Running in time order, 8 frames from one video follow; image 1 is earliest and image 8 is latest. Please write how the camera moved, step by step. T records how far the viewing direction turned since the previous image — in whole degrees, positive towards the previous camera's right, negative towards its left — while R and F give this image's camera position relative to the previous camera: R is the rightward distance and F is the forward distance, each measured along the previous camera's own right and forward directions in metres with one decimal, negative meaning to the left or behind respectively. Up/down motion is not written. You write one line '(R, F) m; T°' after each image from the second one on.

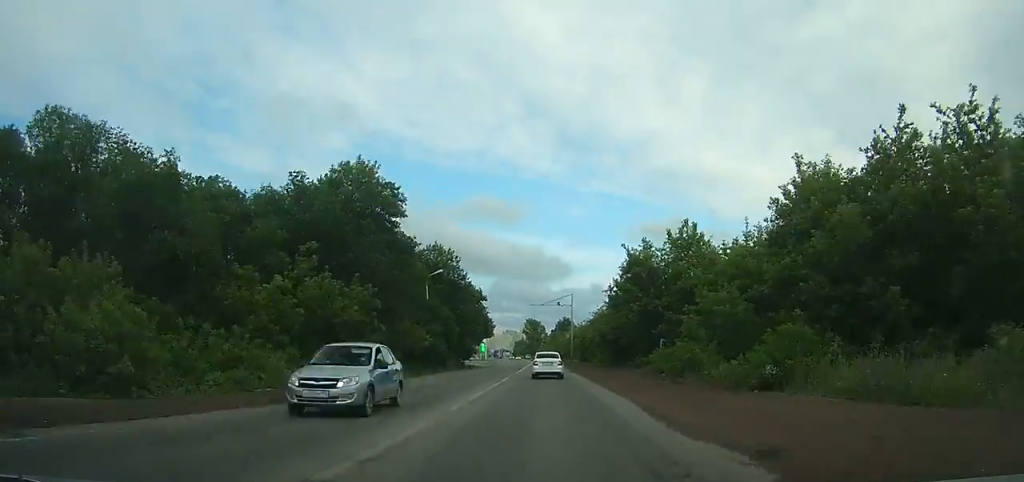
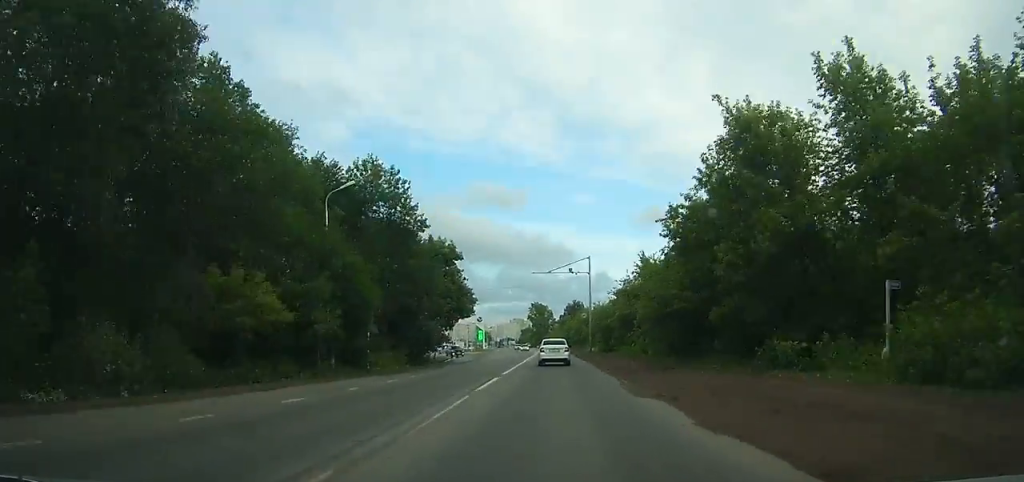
(0.0, +27.3) m; 0°
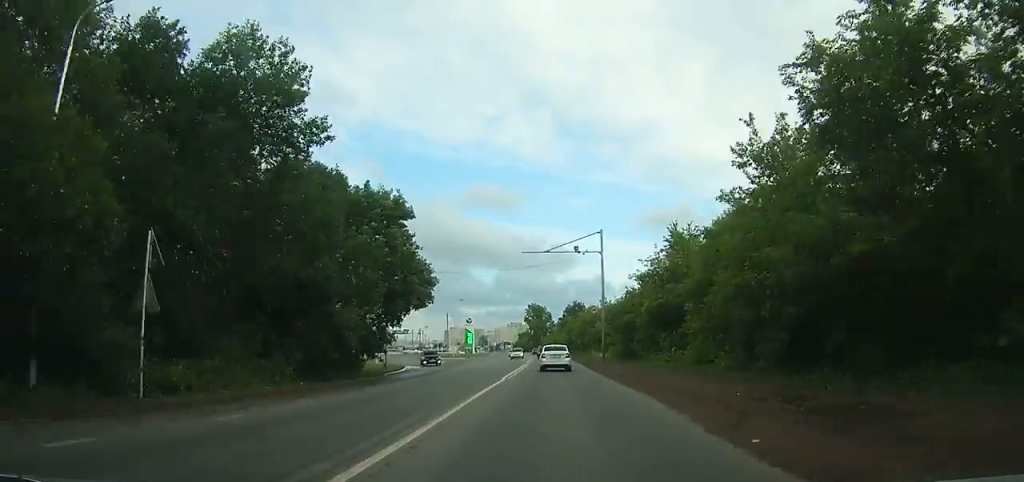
(+0.1, +19.4) m; 0°
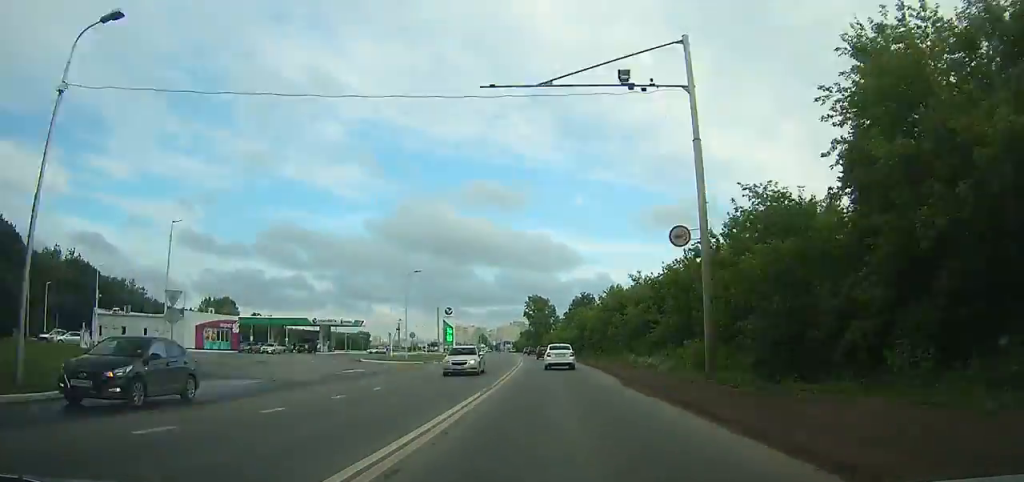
(-0.1, +34.3) m; -1°
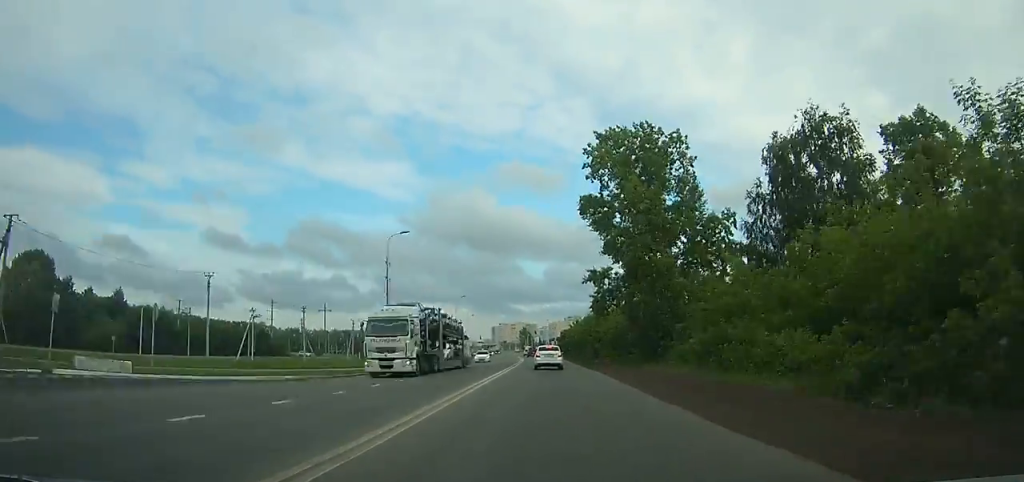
(-6.1, +143.8) m; -5°
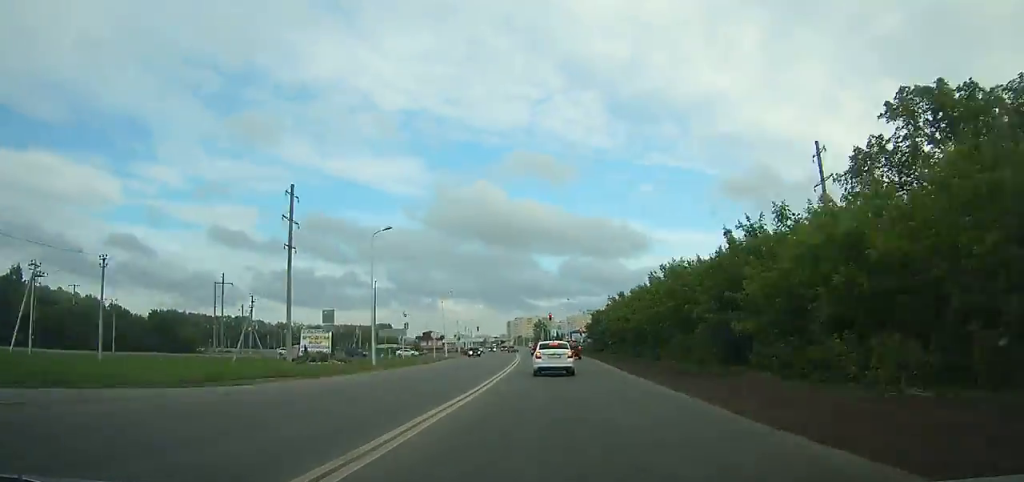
(-0.4, +46.4) m; -1°
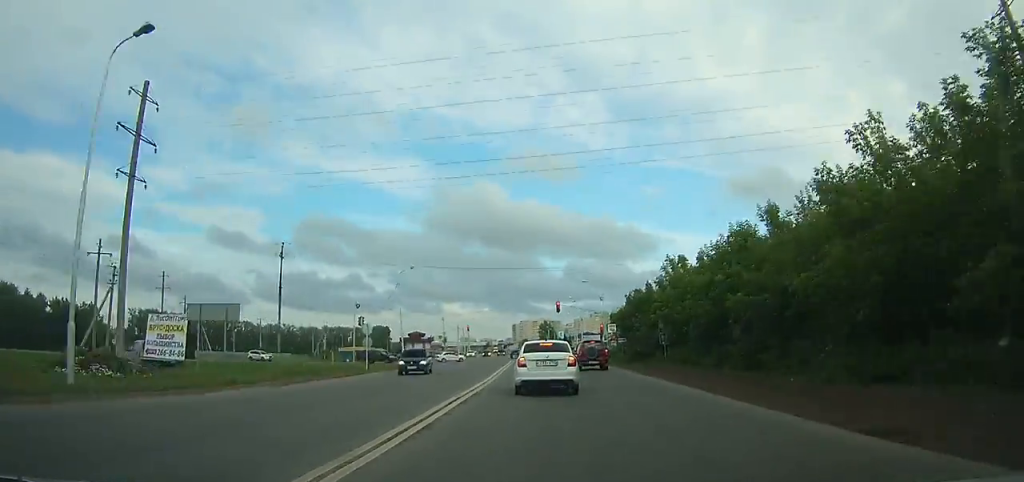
(-0.1, +25.4) m; 0°
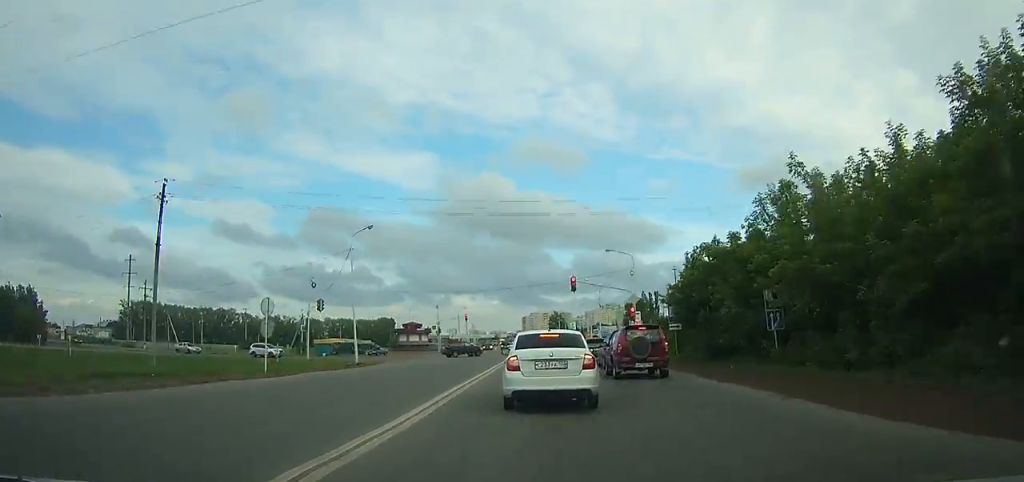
(-0.1, +19.4) m; 0°
